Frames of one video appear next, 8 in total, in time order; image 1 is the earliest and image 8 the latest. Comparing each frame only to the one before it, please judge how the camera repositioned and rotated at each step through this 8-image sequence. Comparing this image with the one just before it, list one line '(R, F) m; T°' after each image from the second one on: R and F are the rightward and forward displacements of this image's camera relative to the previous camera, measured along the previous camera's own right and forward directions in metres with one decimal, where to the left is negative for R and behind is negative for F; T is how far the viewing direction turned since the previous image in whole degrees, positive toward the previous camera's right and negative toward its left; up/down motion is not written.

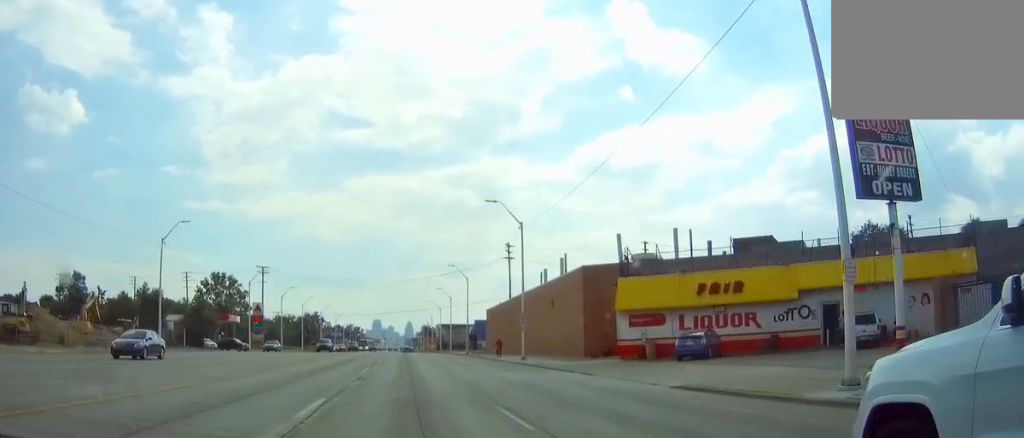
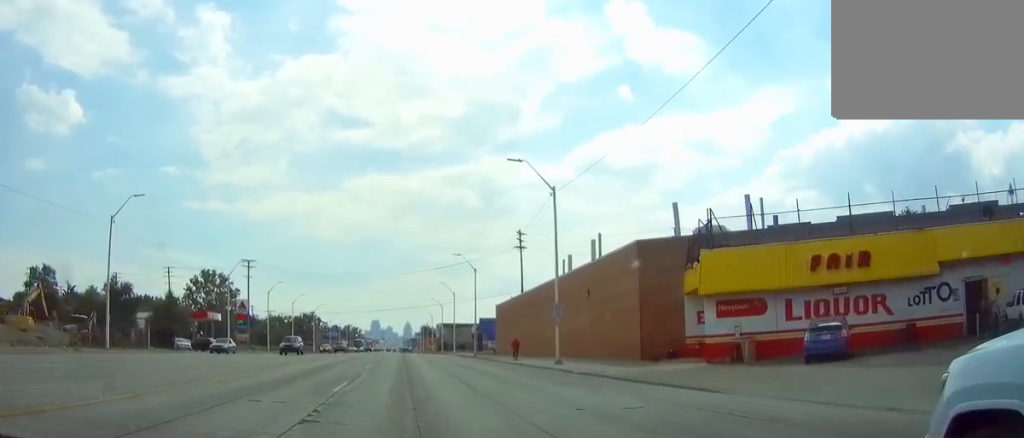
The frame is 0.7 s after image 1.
(+0.1, +12.3) m; 0°
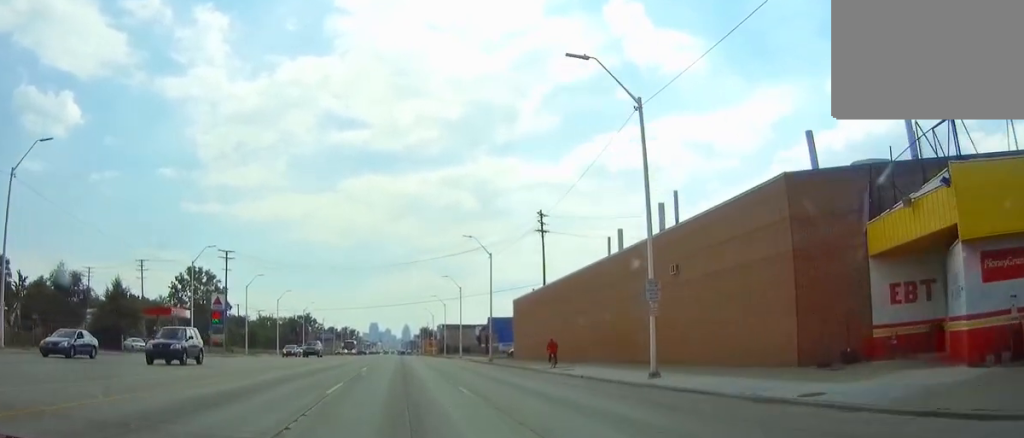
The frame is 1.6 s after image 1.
(0.0, +16.0) m; 0°
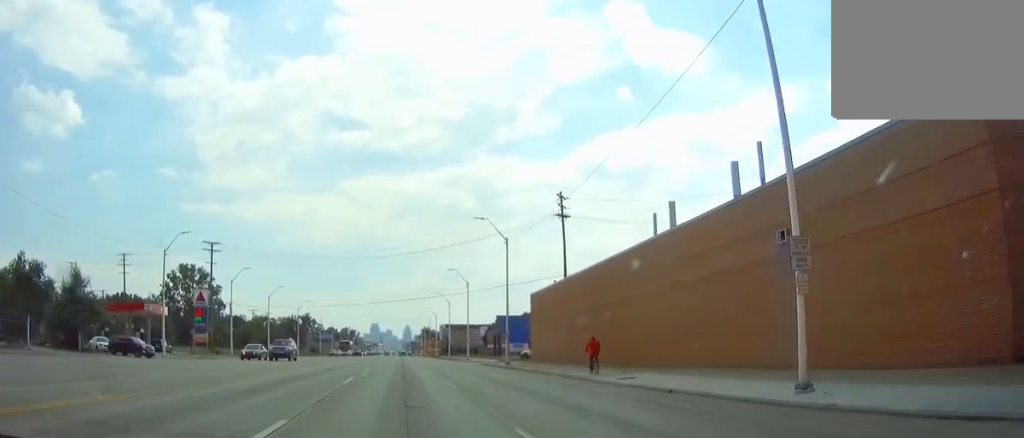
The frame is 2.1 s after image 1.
(0.0, +9.5) m; 0°
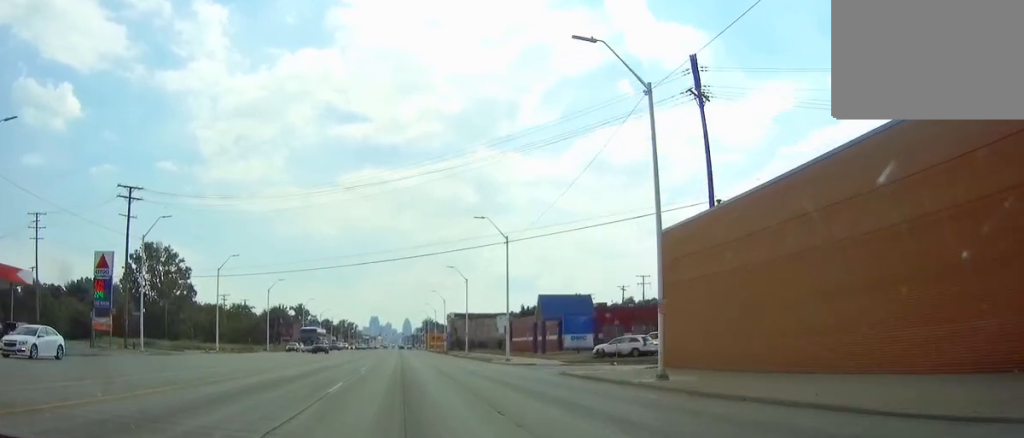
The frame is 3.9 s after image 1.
(0.0, +34.0) m; -1°
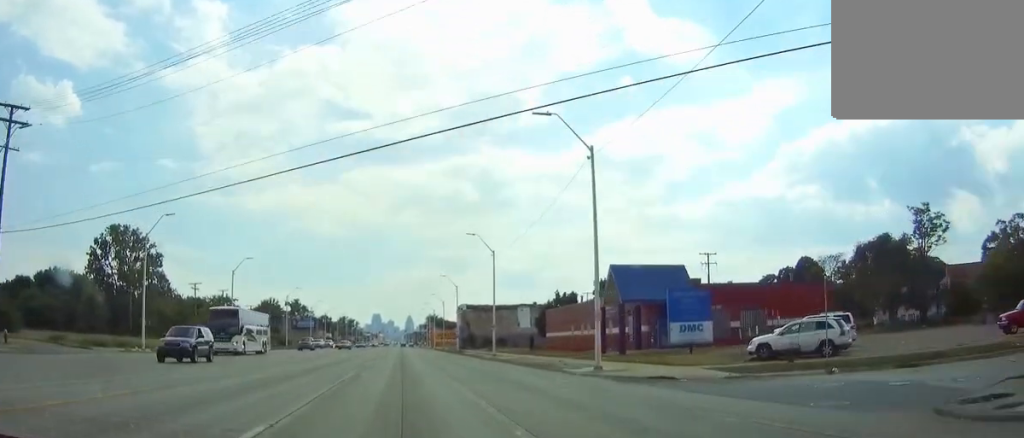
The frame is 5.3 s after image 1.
(-0.3, +26.0) m; -1°
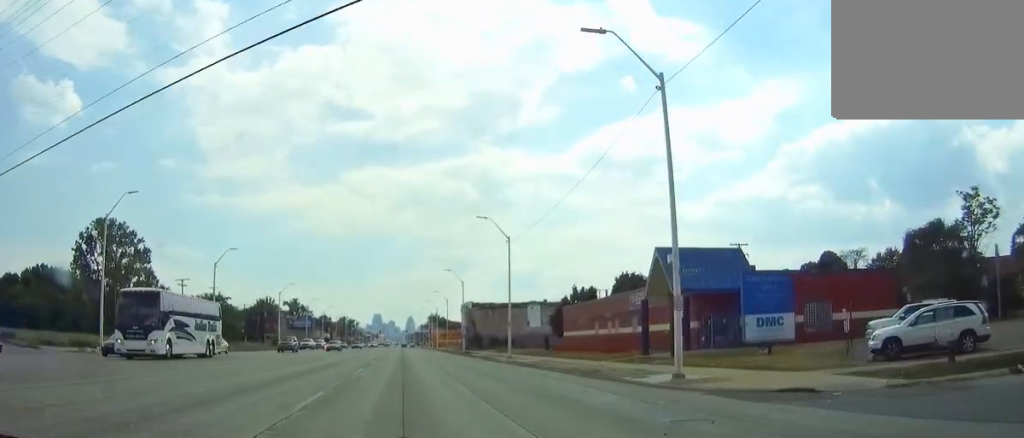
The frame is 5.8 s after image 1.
(0.0, +9.6) m; 0°
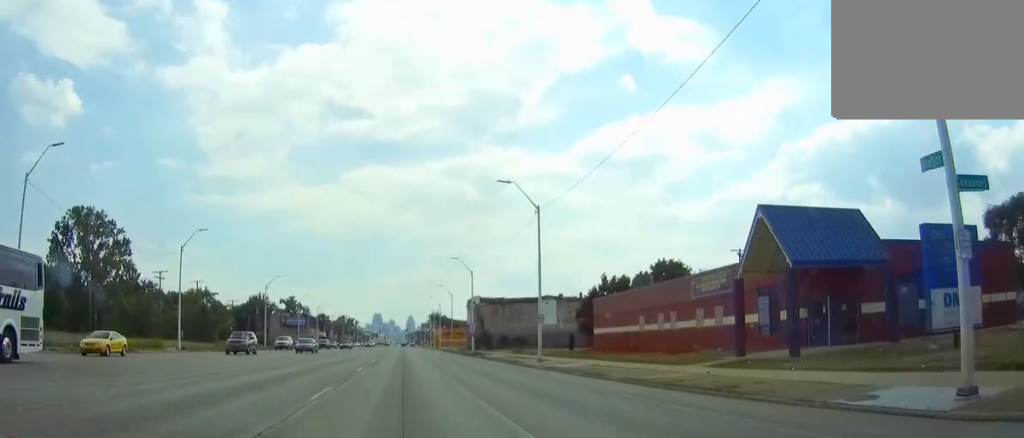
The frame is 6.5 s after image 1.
(0.0, +13.4) m; 0°
